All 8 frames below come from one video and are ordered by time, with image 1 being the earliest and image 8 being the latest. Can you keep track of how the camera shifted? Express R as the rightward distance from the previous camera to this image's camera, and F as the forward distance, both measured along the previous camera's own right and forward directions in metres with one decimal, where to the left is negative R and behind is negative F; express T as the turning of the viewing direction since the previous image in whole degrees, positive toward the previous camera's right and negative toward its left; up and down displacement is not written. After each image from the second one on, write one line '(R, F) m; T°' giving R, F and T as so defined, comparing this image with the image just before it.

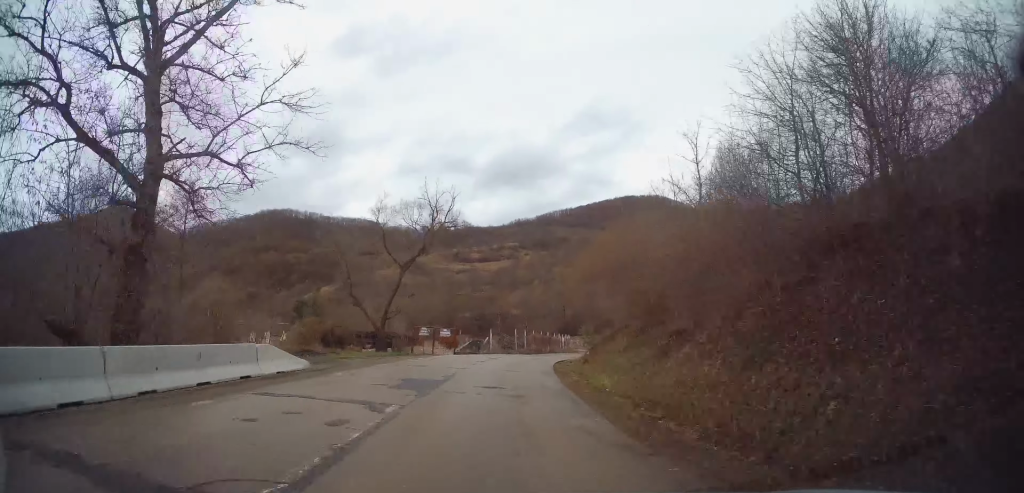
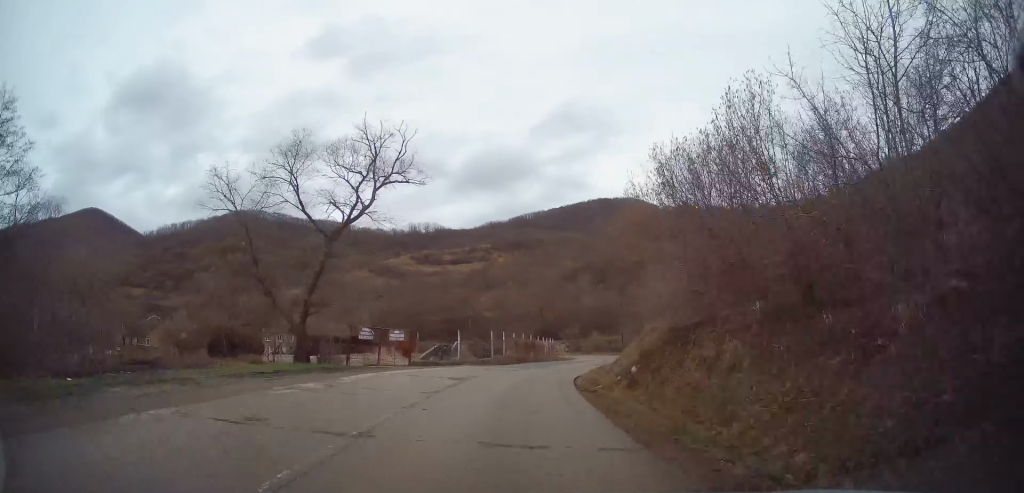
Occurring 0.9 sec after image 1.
(0.0, +13.8) m; +4°
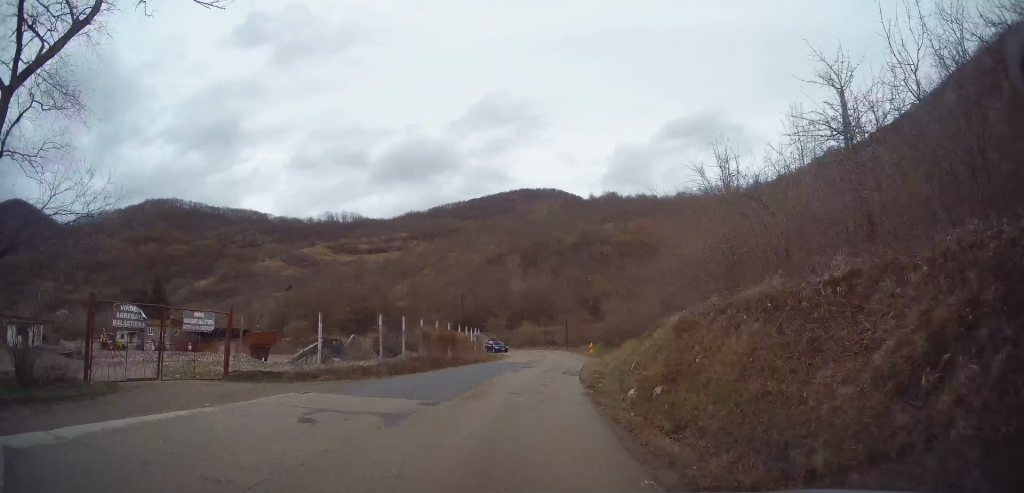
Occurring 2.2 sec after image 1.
(+1.3, +17.7) m; +7°
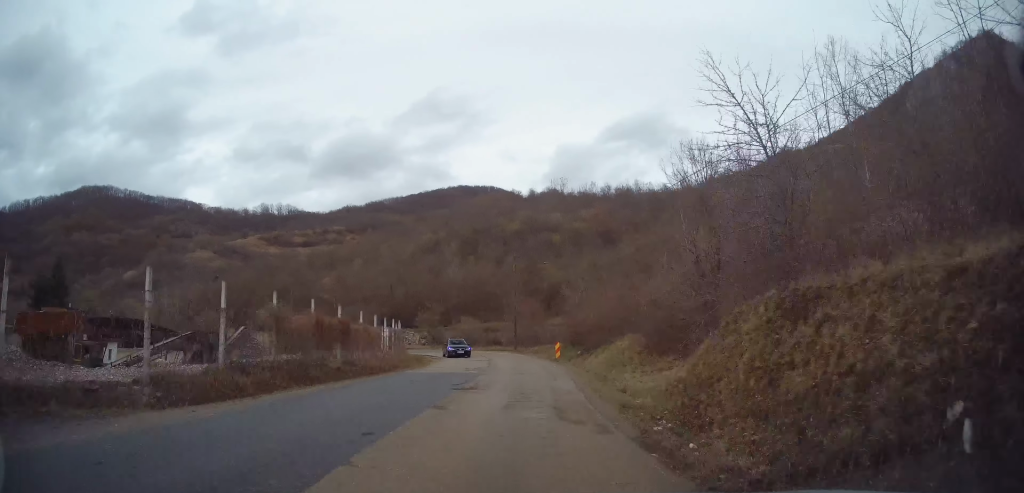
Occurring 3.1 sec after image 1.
(+0.4, +13.6) m; +5°
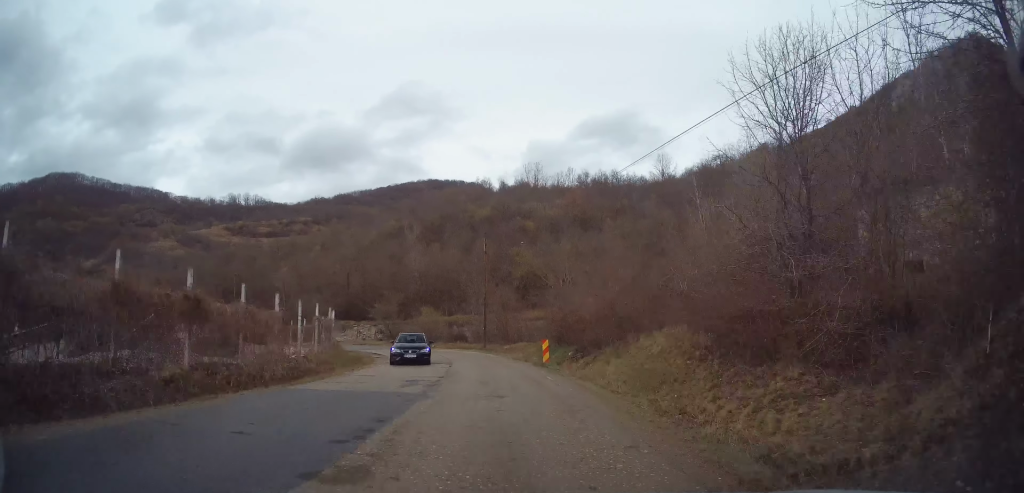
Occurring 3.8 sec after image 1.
(+0.5, +9.3) m; +2°
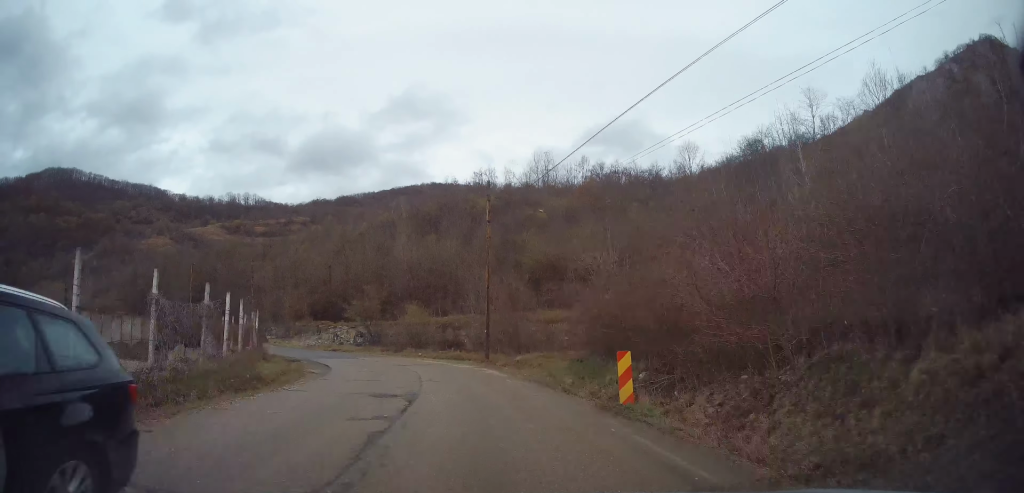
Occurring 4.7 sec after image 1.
(+0.1, +12.7) m; -1°
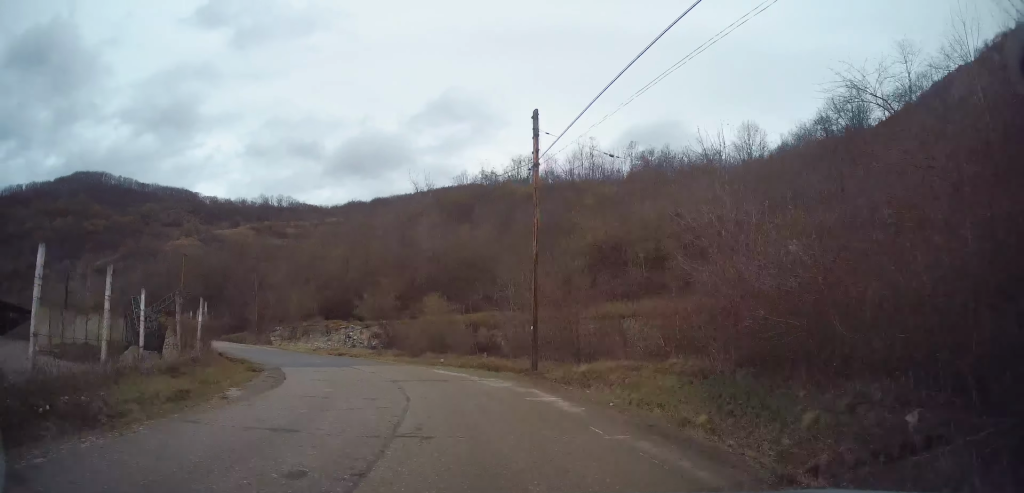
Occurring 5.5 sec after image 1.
(-0.2, +10.3) m; -5°
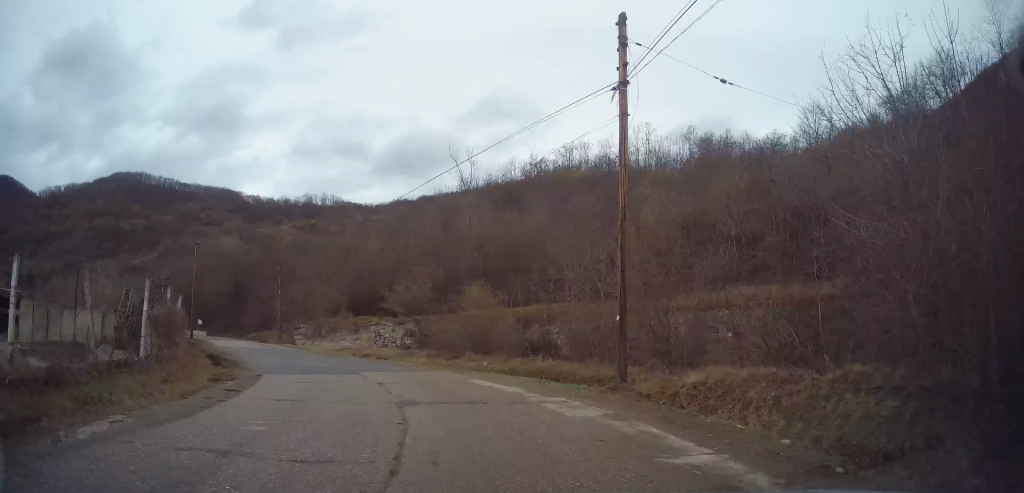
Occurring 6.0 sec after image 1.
(+0.2, +6.7) m; -4°
